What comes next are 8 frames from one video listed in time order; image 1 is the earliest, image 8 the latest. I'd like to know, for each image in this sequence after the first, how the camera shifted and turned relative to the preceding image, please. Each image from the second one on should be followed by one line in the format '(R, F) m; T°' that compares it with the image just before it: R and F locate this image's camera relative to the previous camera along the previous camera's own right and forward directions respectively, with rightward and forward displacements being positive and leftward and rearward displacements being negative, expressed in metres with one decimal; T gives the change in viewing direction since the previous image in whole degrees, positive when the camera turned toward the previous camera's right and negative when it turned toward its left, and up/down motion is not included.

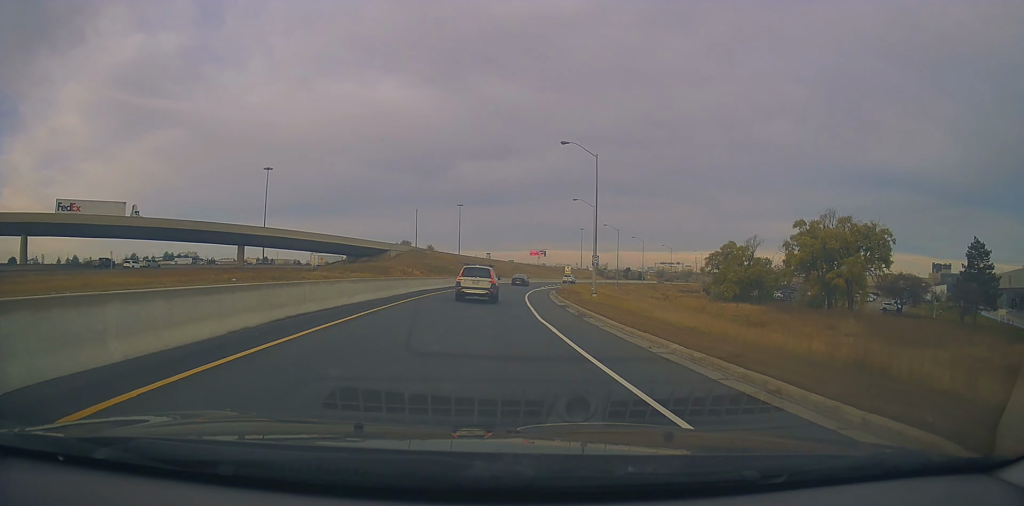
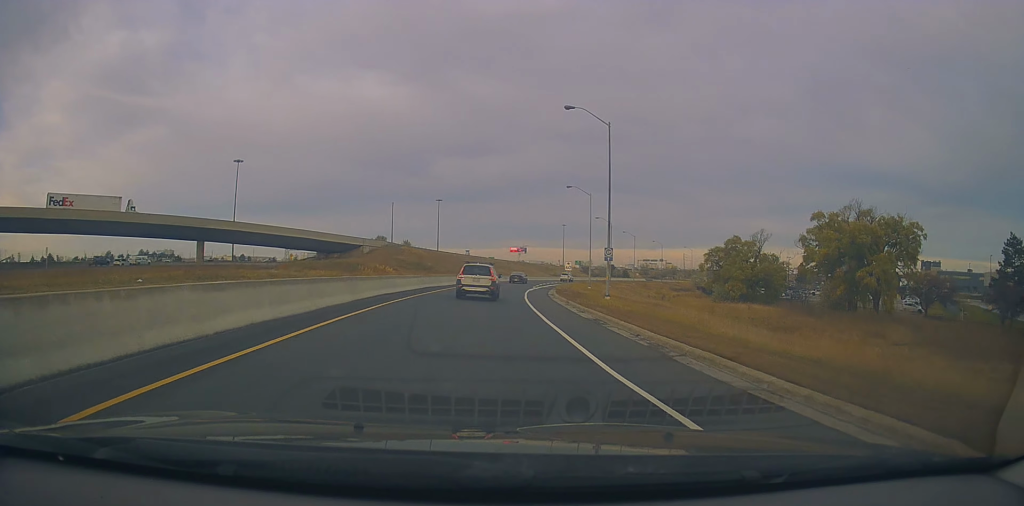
(+0.1, +9.8) m; +3°
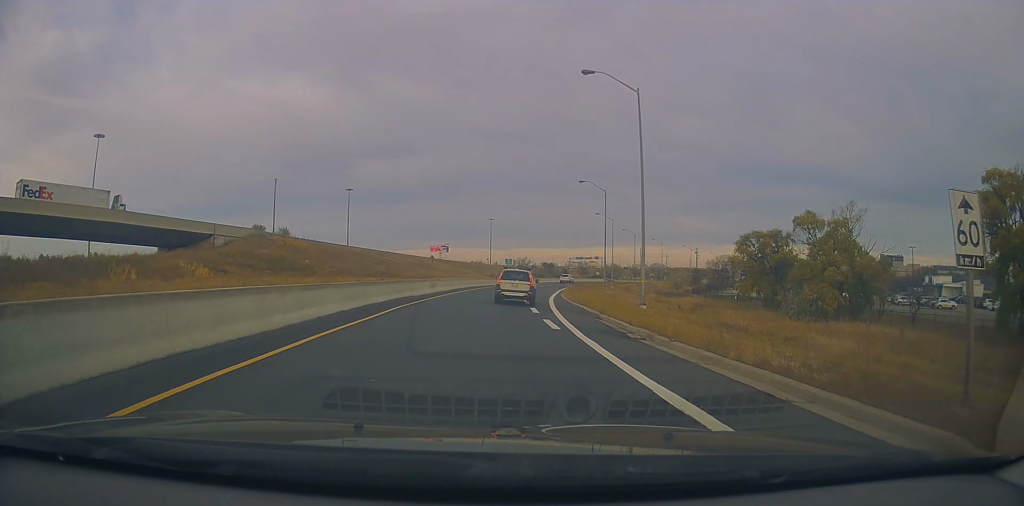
(+3.1, +43.9) m; +7°
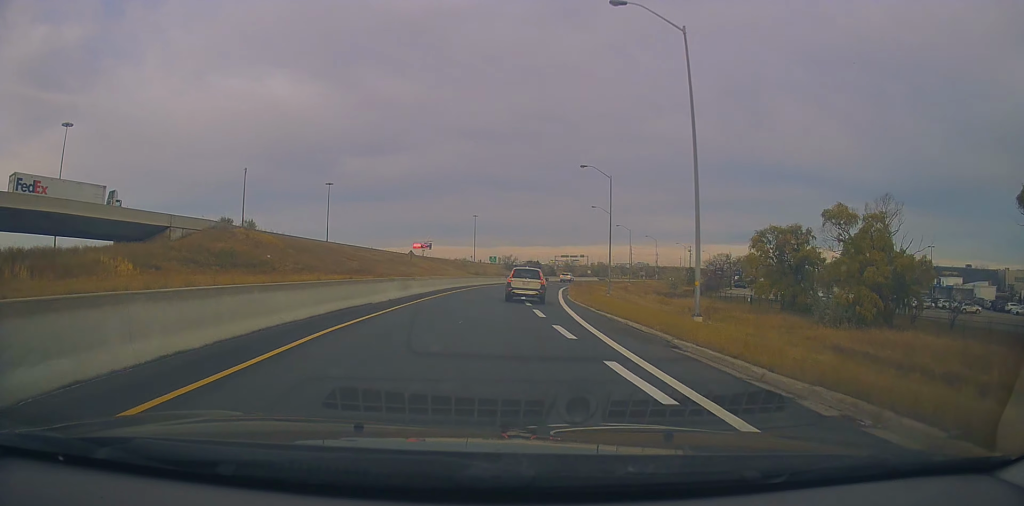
(+0.1, +9.0) m; +2°
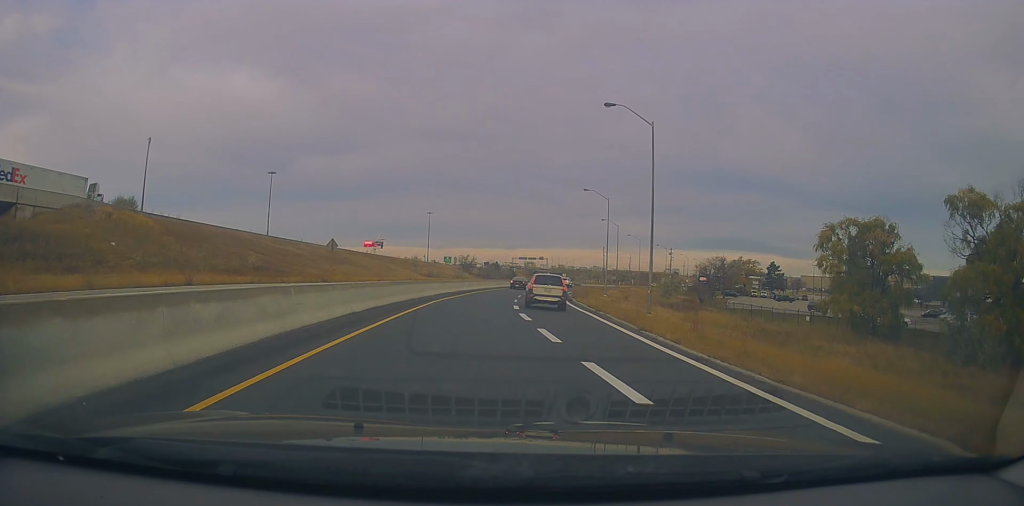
(+1.0, +23.3) m; +5°
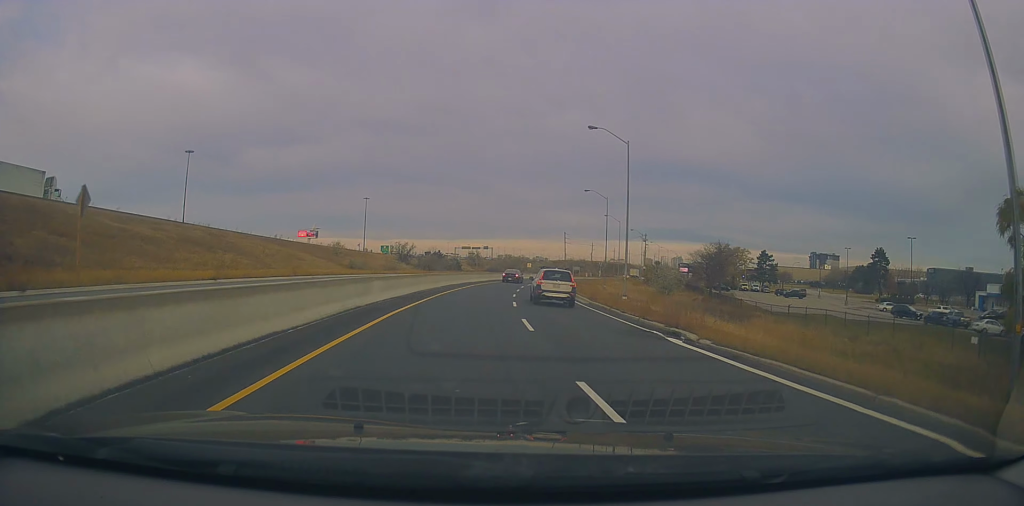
(+1.9, +28.3) m; +7°
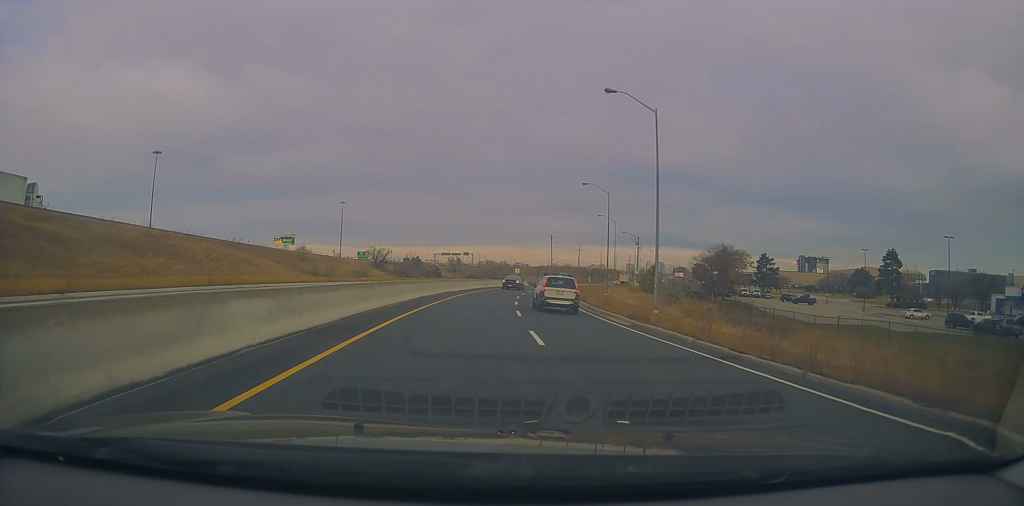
(+0.3, +10.8) m; +2°
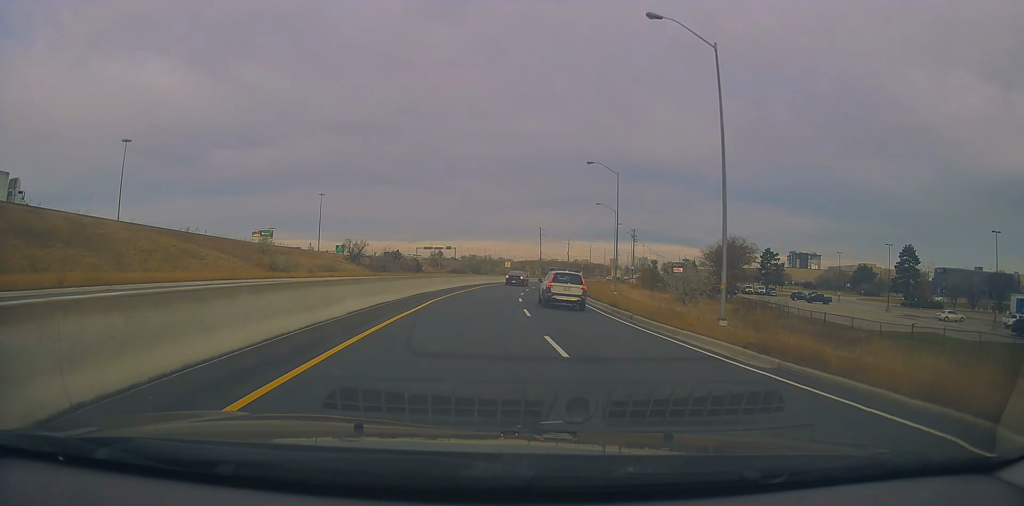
(+0.1, +10.9) m; +2°
